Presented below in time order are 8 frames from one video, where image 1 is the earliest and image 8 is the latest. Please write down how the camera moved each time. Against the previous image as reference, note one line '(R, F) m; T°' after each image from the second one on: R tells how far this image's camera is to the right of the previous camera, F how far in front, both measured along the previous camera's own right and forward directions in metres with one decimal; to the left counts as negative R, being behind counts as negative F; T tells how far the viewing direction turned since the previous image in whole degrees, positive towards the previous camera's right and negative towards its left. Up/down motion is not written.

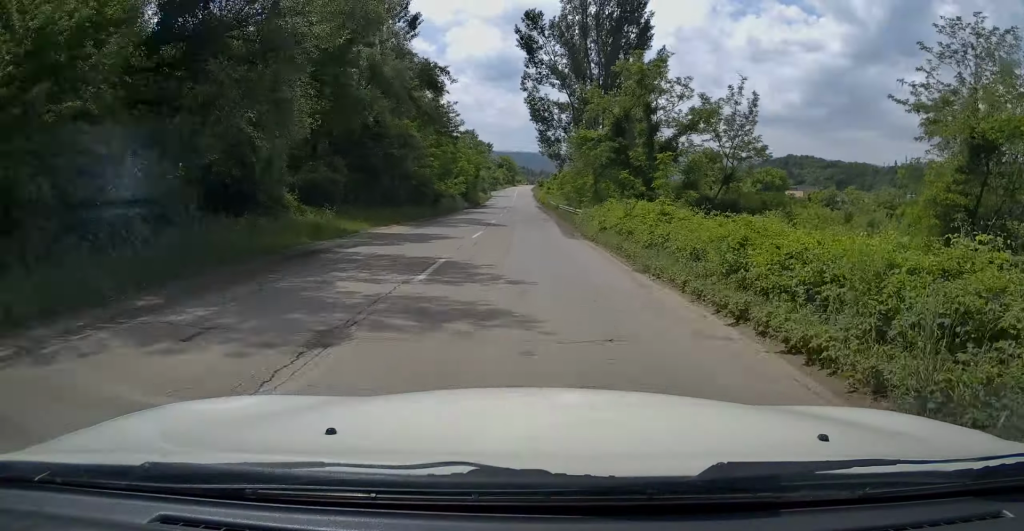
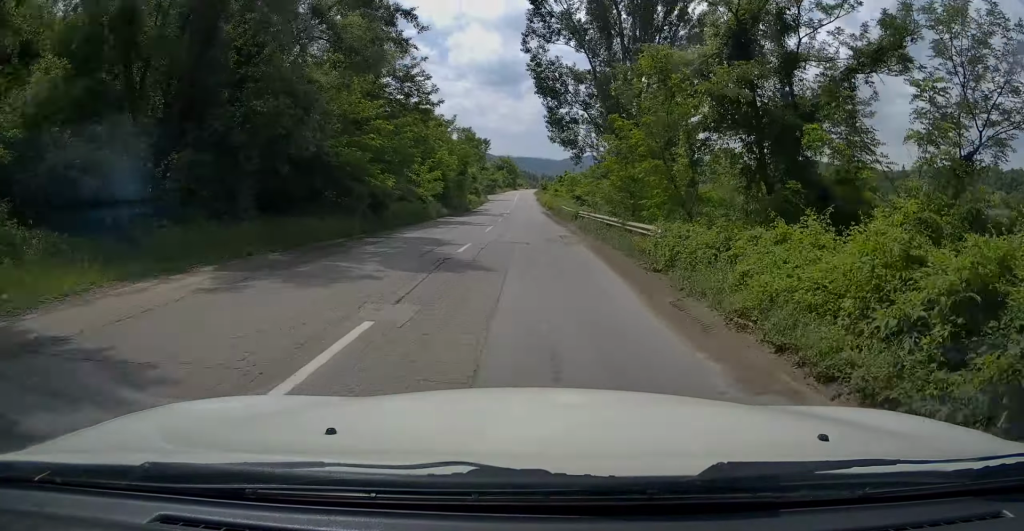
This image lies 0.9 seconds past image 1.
(0.0, +16.3) m; 0°
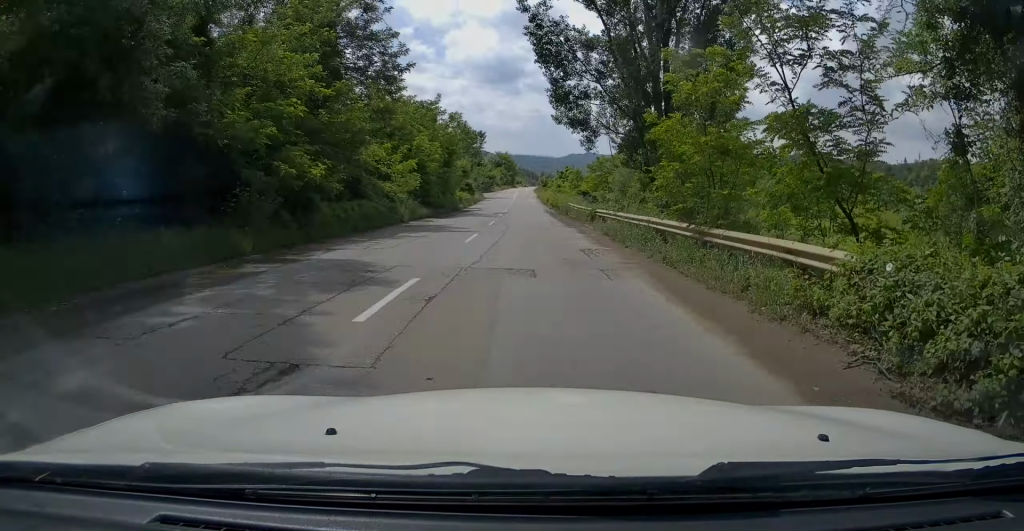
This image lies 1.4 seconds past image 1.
(-0.1, +8.3) m; 0°
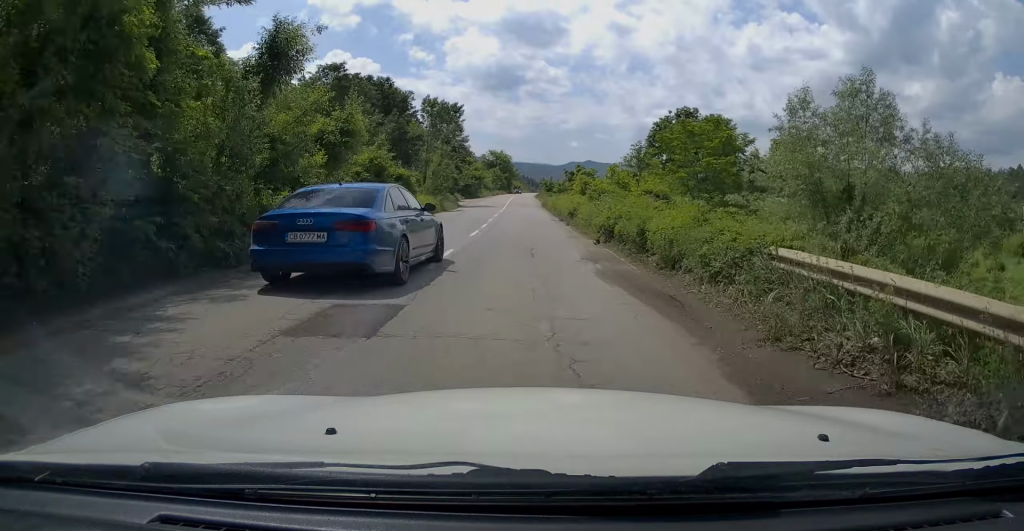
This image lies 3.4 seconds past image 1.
(+0.4, +35.2) m; 0°
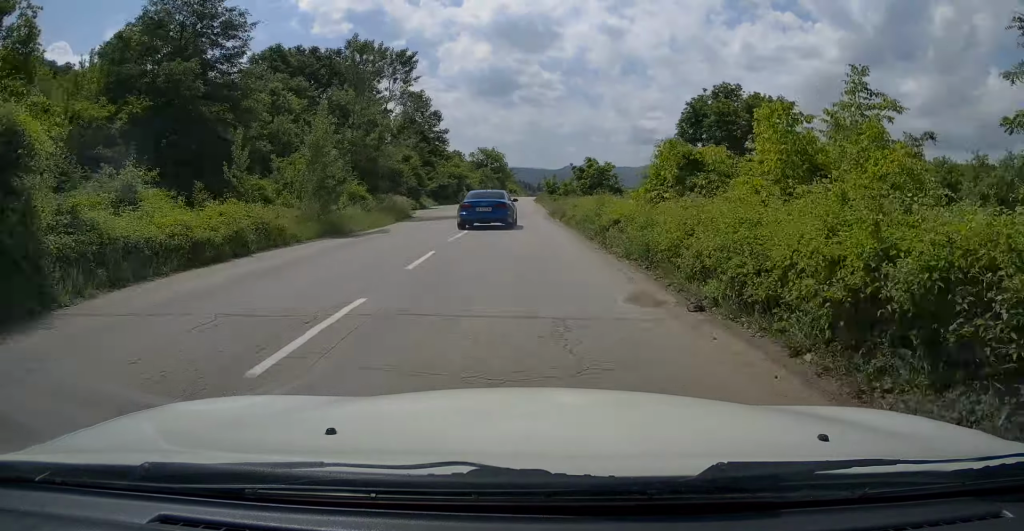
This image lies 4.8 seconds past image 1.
(+0.2, +25.6) m; +1°
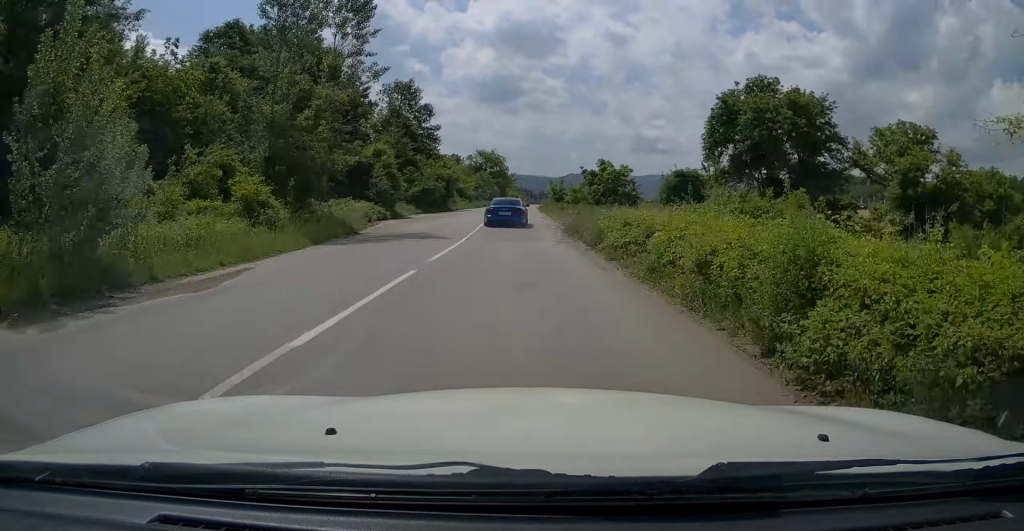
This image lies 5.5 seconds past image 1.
(+0.2, +12.7) m; 0°
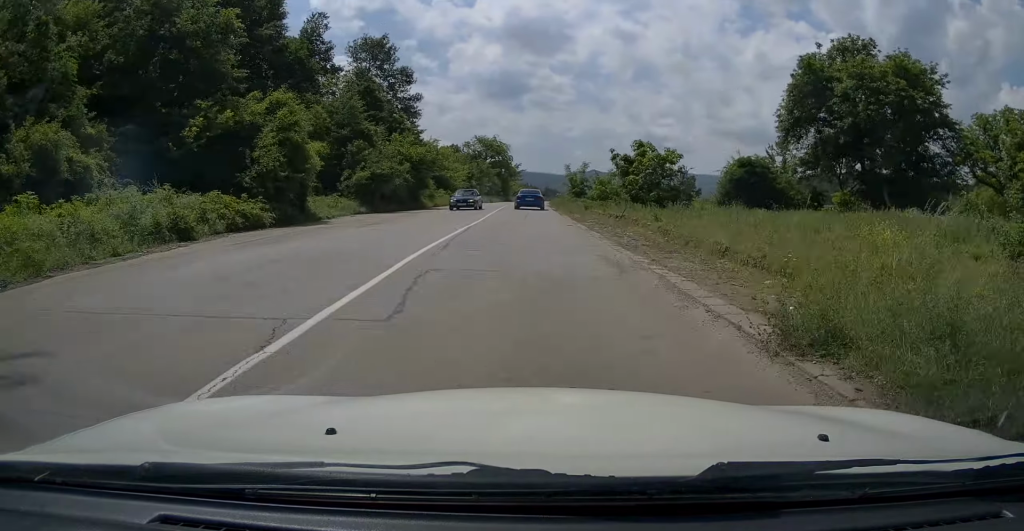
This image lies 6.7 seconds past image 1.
(-0.3, +21.4) m; -1°
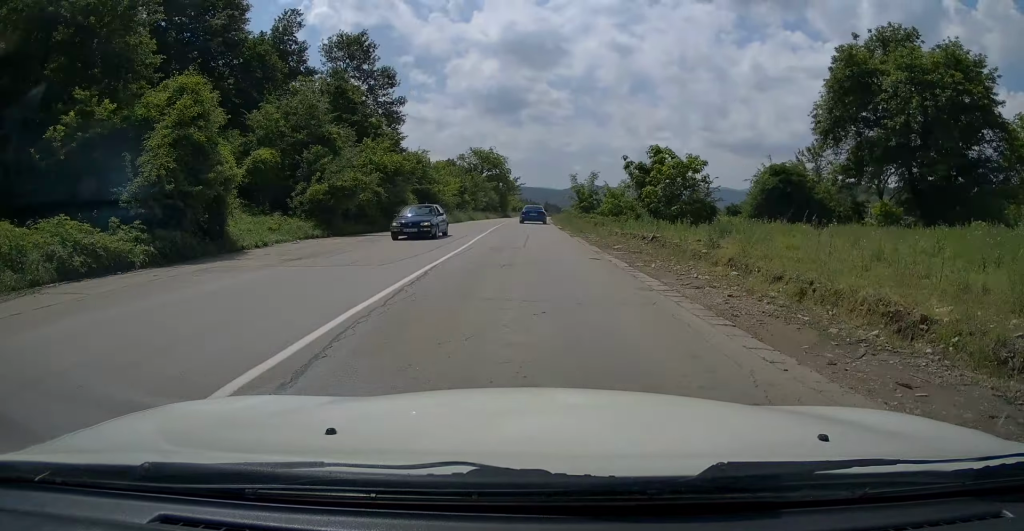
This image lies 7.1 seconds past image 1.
(-0.1, +8.0) m; 0°
